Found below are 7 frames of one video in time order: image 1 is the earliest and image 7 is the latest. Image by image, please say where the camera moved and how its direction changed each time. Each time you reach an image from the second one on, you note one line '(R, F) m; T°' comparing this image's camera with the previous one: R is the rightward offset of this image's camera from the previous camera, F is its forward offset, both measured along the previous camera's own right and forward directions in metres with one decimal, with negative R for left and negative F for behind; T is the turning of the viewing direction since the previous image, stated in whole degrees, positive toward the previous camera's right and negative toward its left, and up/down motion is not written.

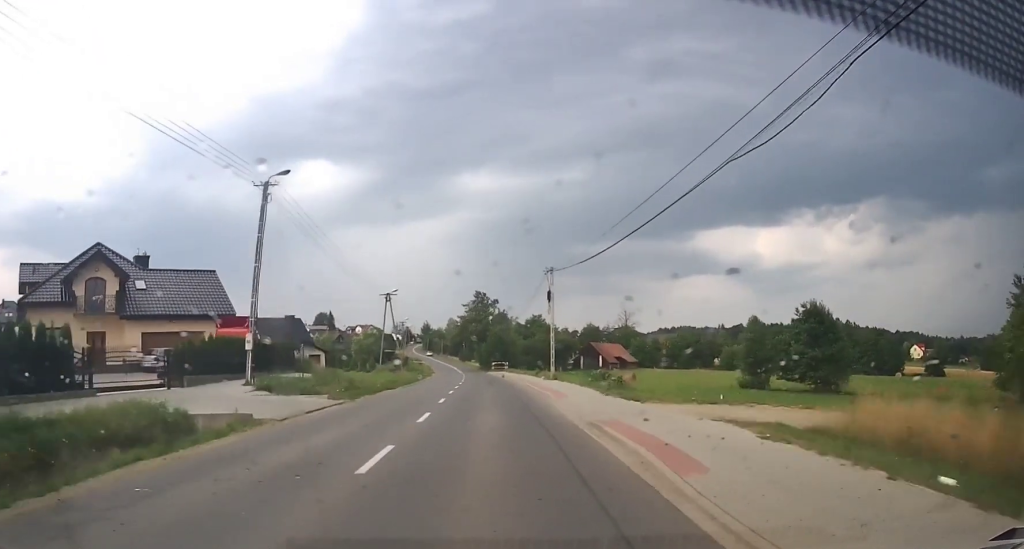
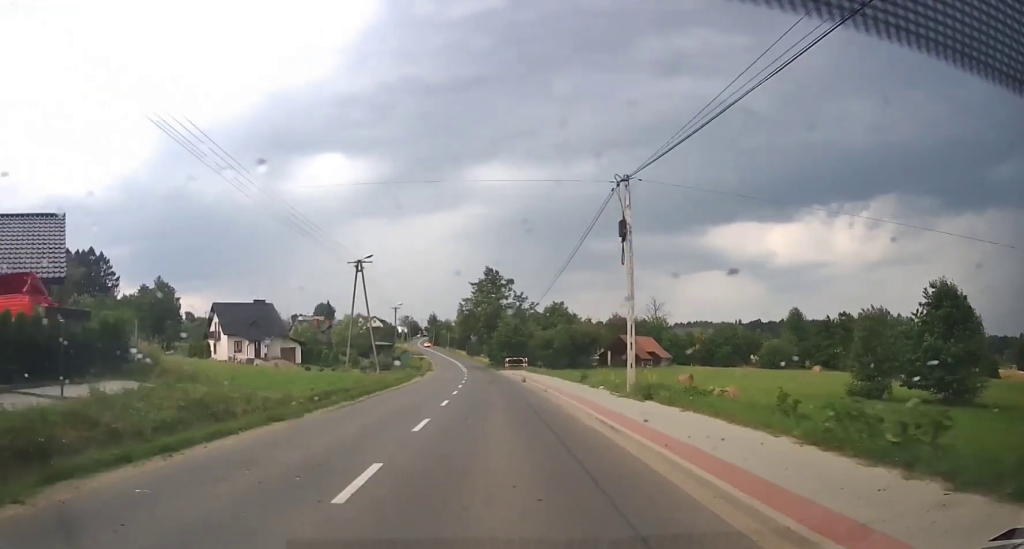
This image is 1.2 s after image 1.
(-0.3, +19.4) m; -1°
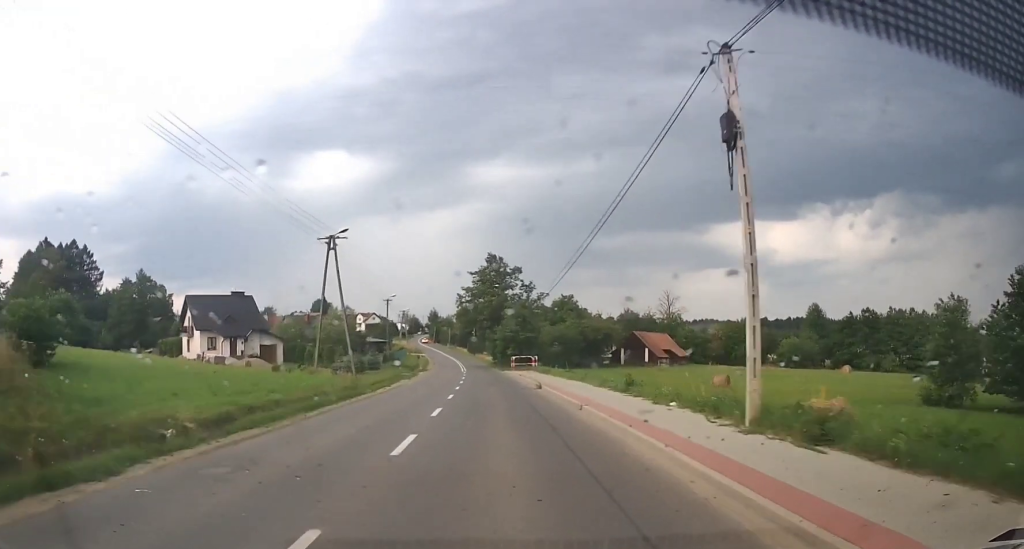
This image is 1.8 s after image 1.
(0.0, +9.2) m; 0°
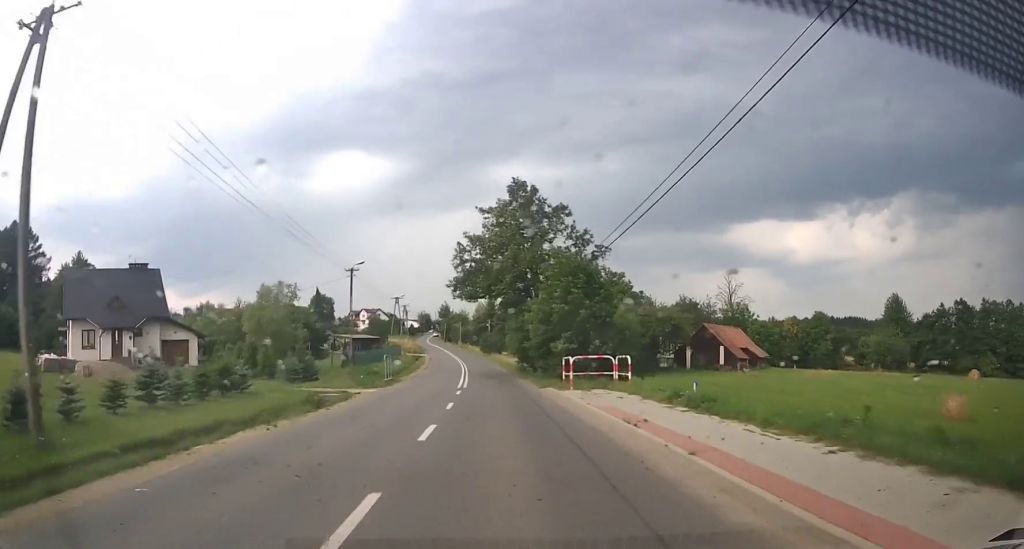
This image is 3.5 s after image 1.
(-0.4, +28.4) m; -2°
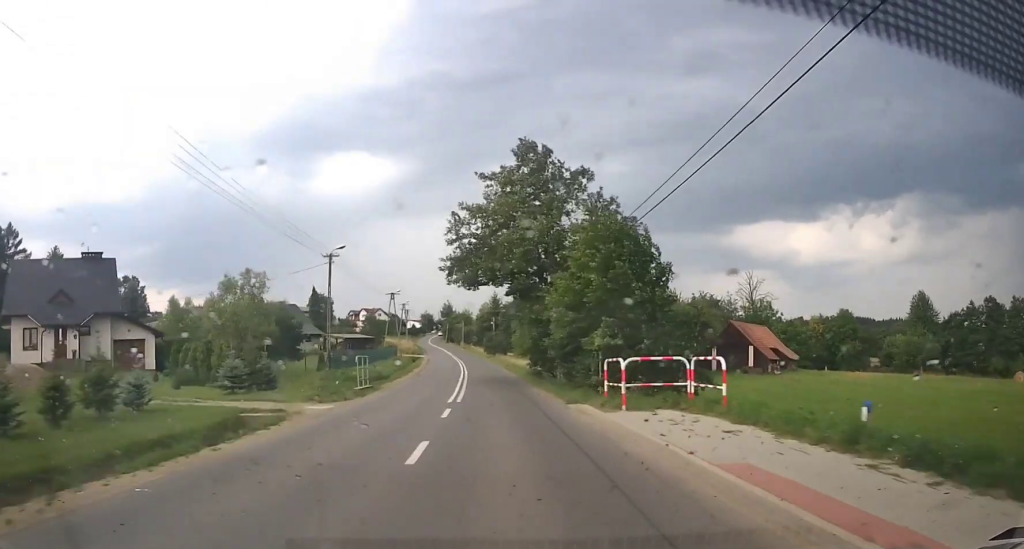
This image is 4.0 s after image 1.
(0.0, +7.7) m; 0°
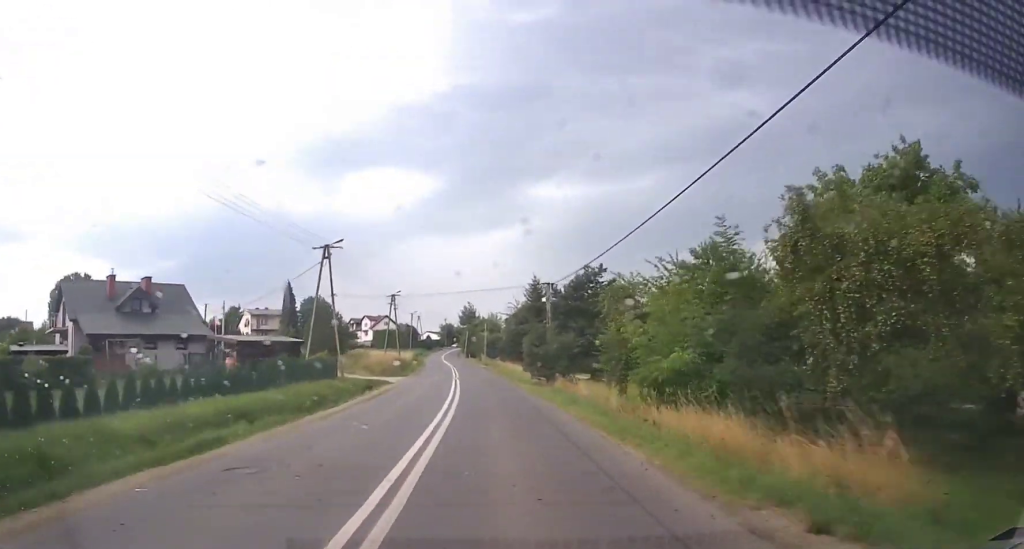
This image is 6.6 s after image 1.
(-1.1, +44.0) m; -4°
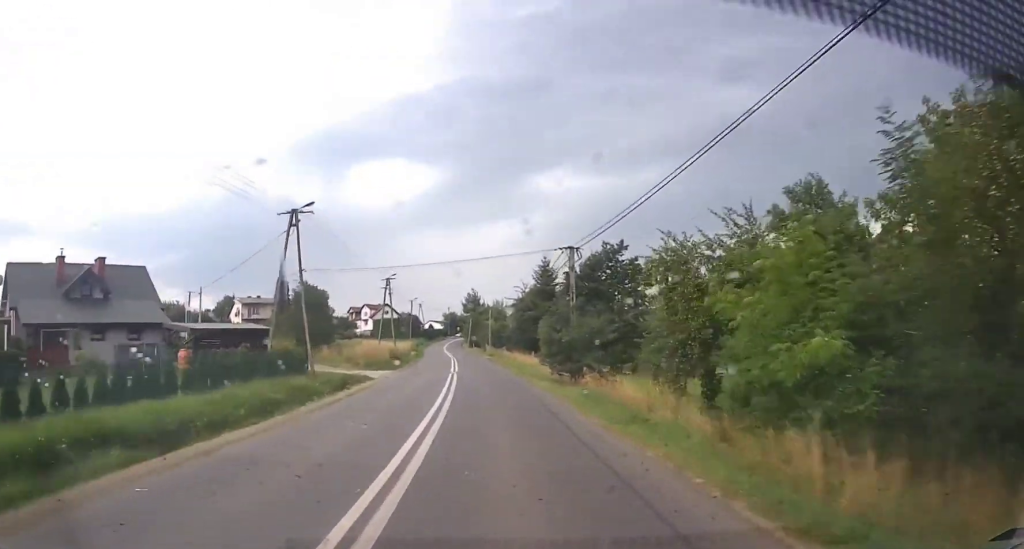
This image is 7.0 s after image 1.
(-0.1, +7.3) m; 0°
